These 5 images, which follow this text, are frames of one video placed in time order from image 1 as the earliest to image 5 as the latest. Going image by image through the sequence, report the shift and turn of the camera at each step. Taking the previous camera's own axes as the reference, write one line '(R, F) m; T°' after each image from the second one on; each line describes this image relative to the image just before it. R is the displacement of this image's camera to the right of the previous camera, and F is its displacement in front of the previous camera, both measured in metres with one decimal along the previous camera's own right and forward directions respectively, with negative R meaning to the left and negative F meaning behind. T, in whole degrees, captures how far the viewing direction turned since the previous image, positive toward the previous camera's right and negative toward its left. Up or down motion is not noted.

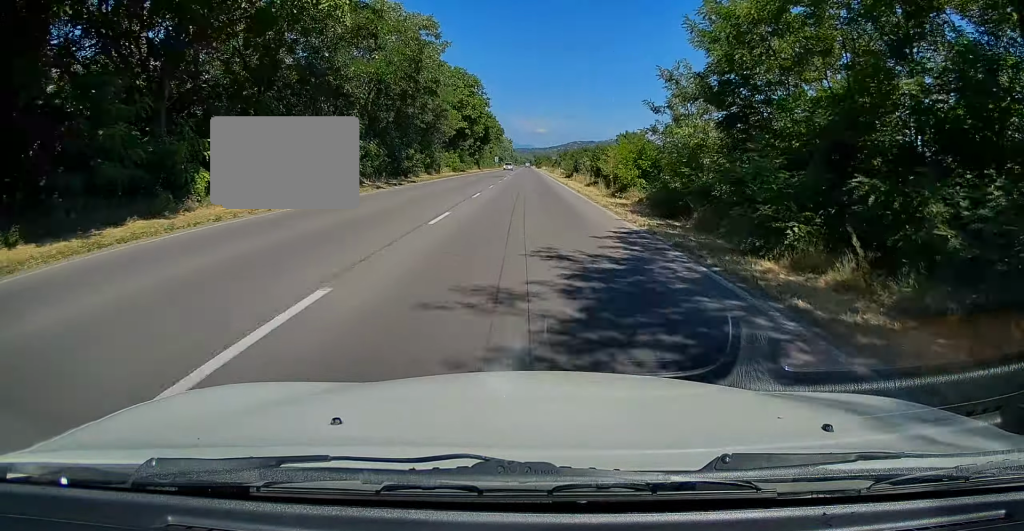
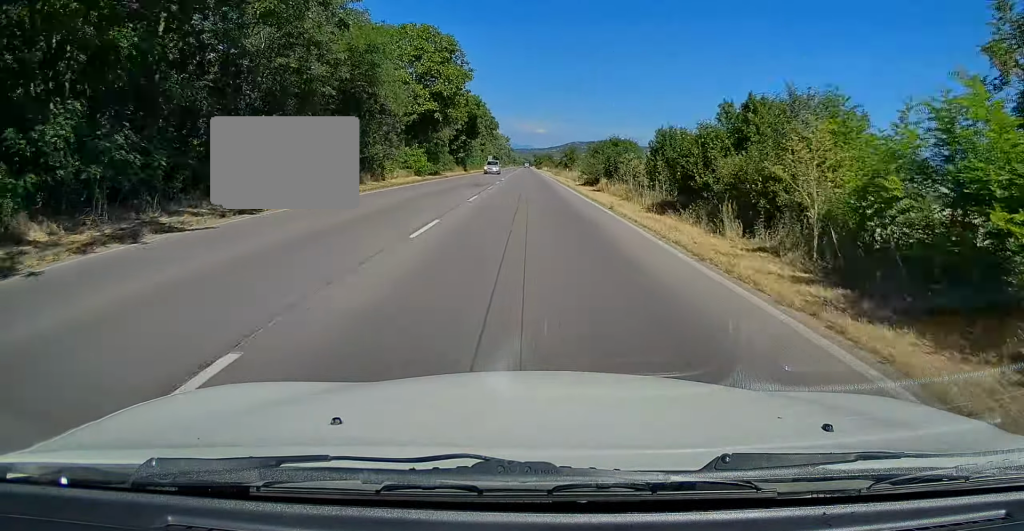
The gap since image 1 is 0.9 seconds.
(0.0, +21.8) m; 0°
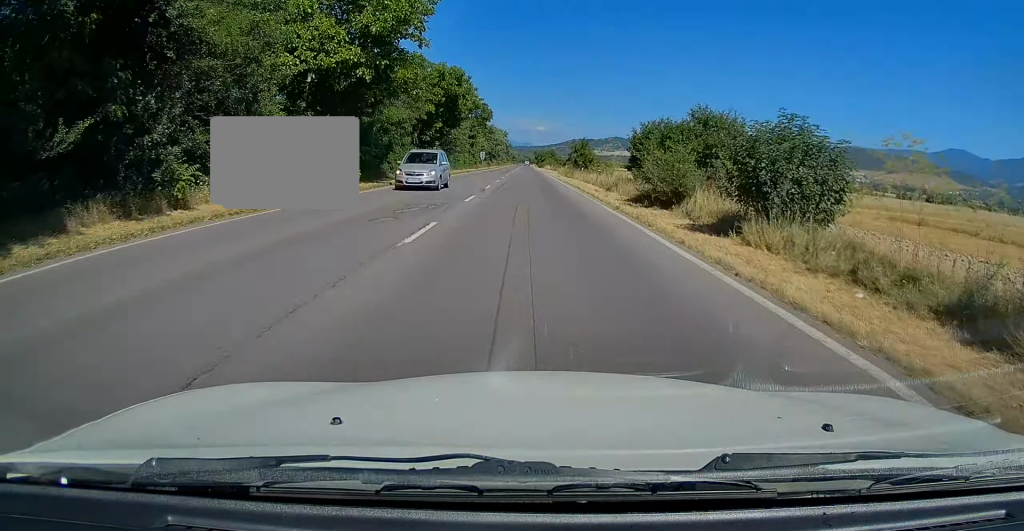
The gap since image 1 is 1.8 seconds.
(0.0, +20.9) m; 0°
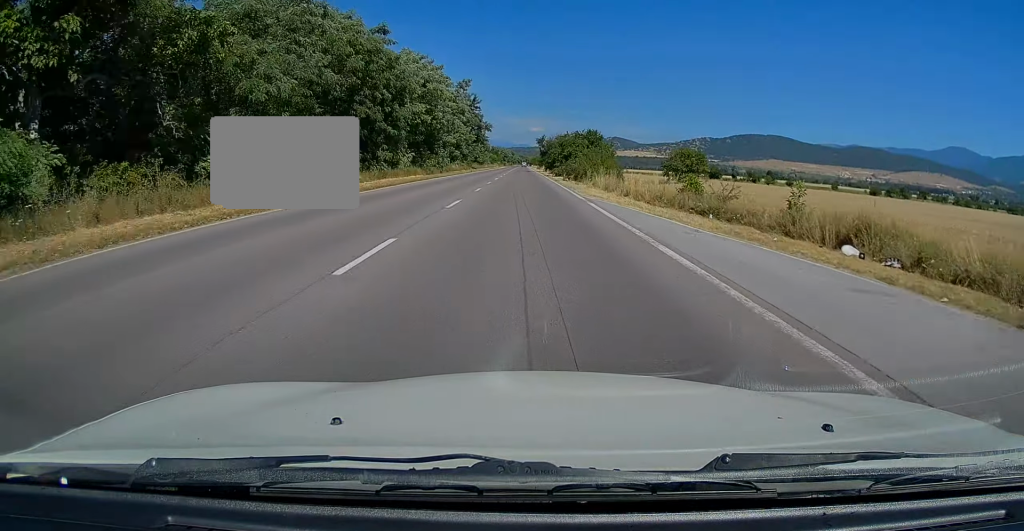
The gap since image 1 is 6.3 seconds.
(+0.5, +110.2) m; 0°
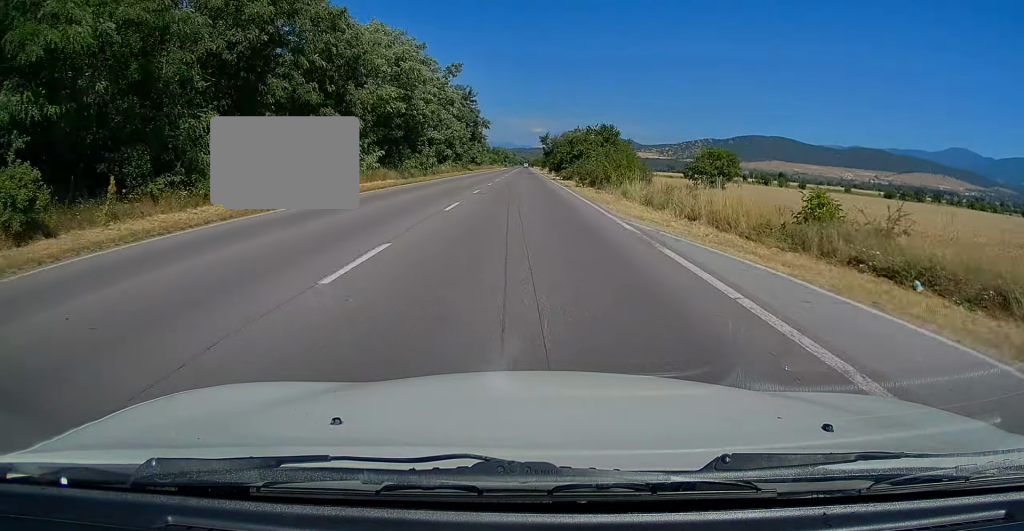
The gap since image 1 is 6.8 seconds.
(-0.1, +10.6) m; 0°
